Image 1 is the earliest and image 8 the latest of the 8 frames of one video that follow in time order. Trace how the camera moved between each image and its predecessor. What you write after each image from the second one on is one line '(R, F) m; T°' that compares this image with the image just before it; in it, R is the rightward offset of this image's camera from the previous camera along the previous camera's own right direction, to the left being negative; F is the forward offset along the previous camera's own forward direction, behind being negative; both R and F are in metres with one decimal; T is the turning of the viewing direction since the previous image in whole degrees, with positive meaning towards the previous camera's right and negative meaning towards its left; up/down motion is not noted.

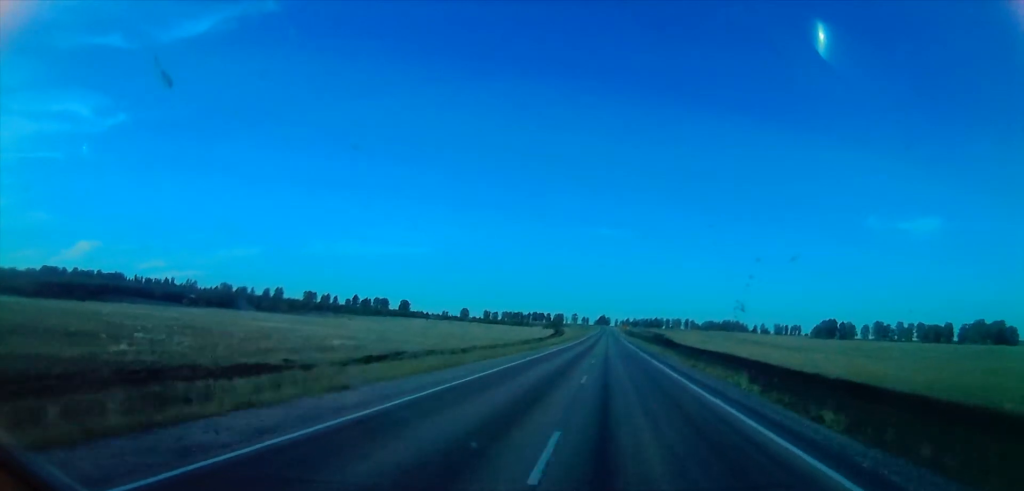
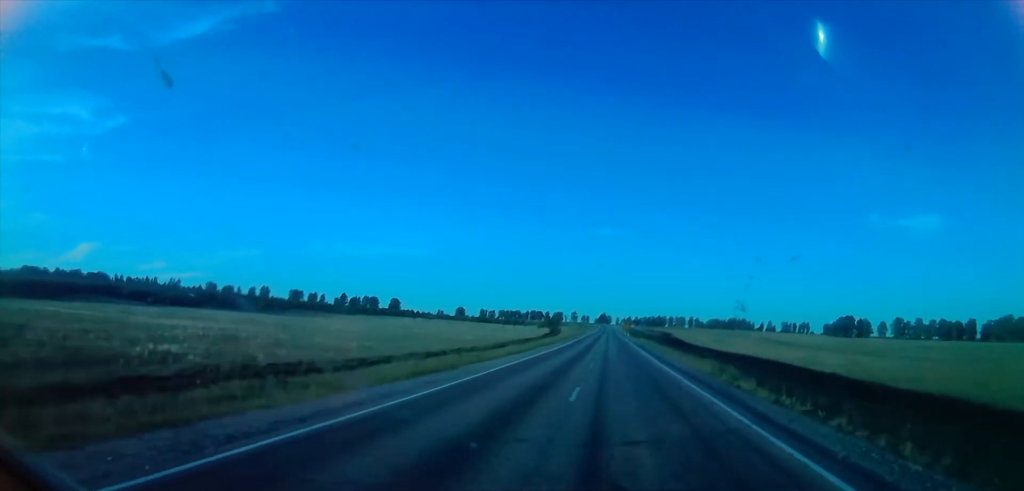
(+0.3, +28.9) m; 0°
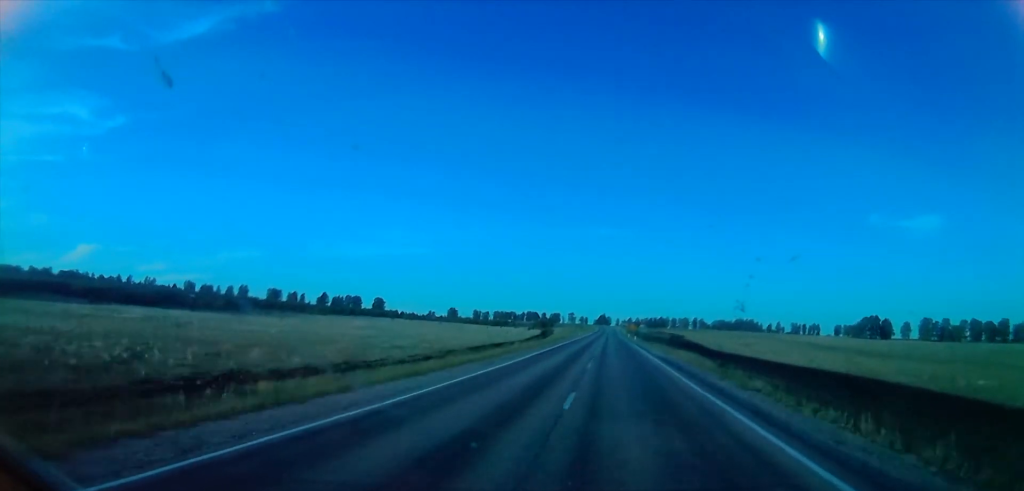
(-0.2, +34.8) m; -1°
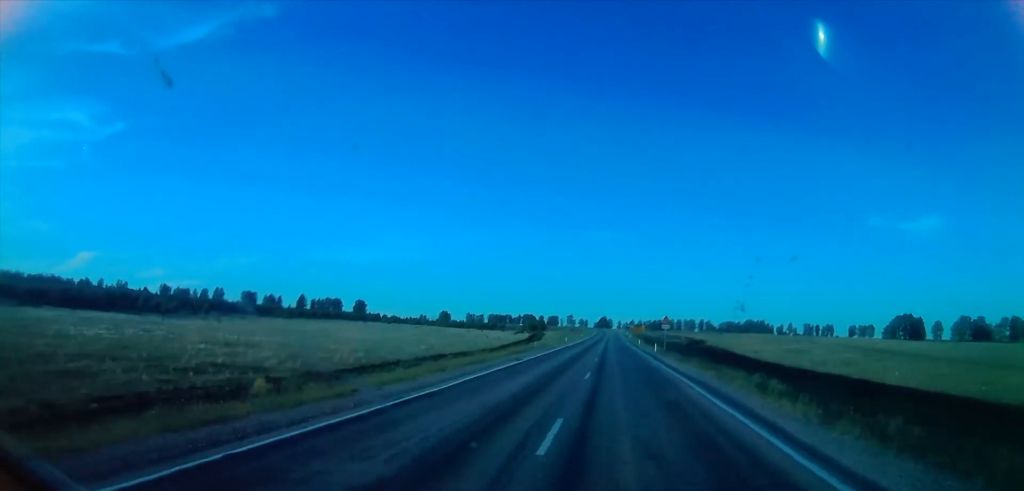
(-0.2, +36.0) m; 0°
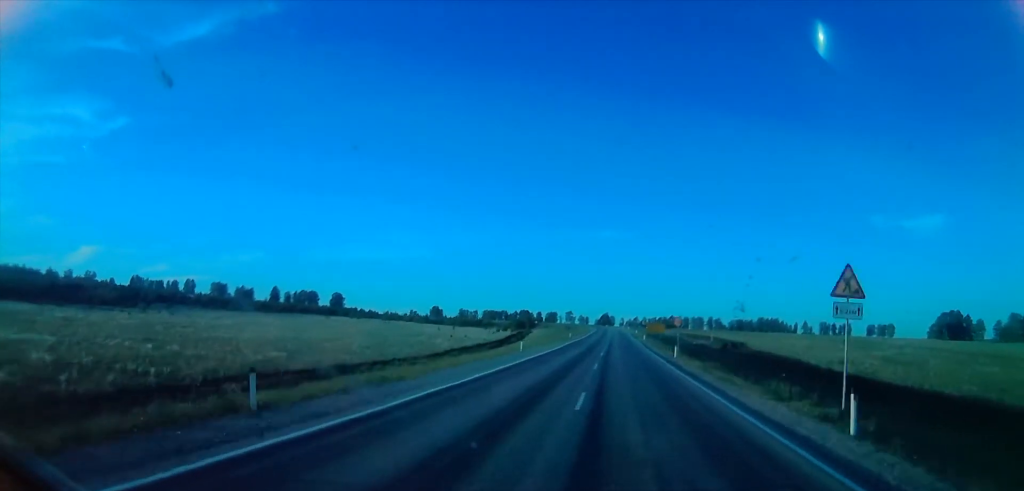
(+0.4, +42.2) m; 0°
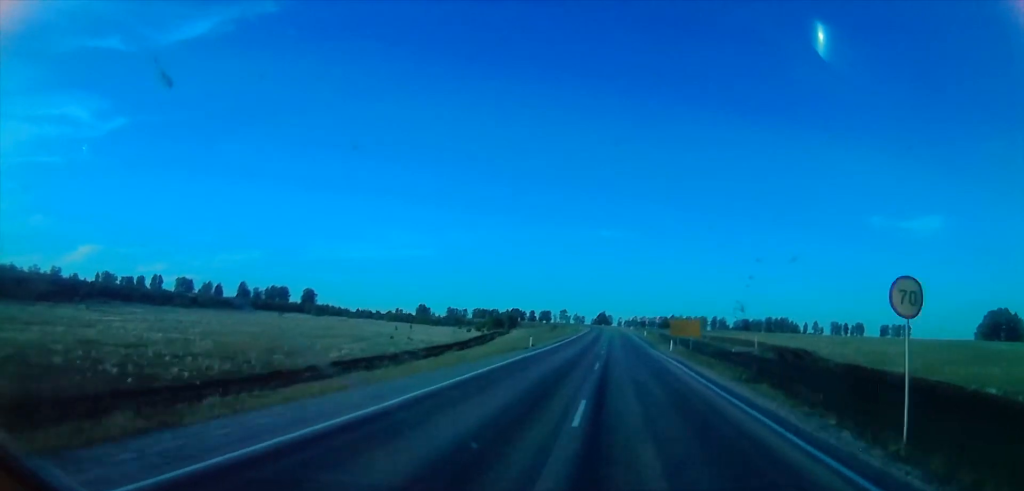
(-0.1, +39.1) m; 0°
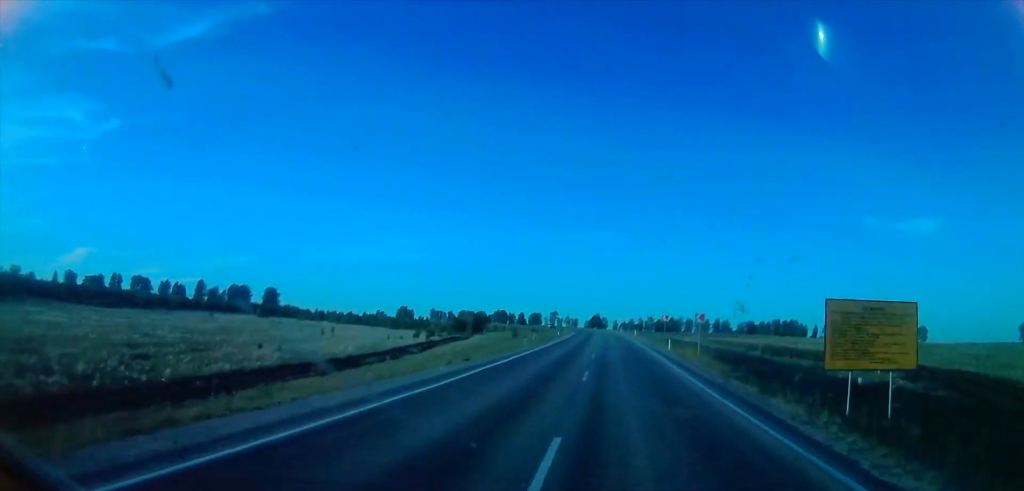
(-0.1, +36.1) m; 0°
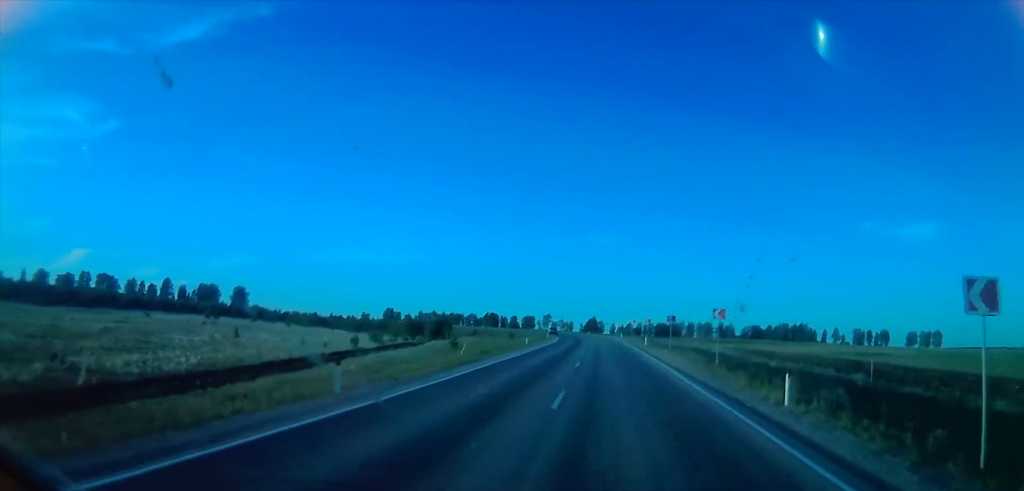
(-0.1, +27.4) m; 0°
